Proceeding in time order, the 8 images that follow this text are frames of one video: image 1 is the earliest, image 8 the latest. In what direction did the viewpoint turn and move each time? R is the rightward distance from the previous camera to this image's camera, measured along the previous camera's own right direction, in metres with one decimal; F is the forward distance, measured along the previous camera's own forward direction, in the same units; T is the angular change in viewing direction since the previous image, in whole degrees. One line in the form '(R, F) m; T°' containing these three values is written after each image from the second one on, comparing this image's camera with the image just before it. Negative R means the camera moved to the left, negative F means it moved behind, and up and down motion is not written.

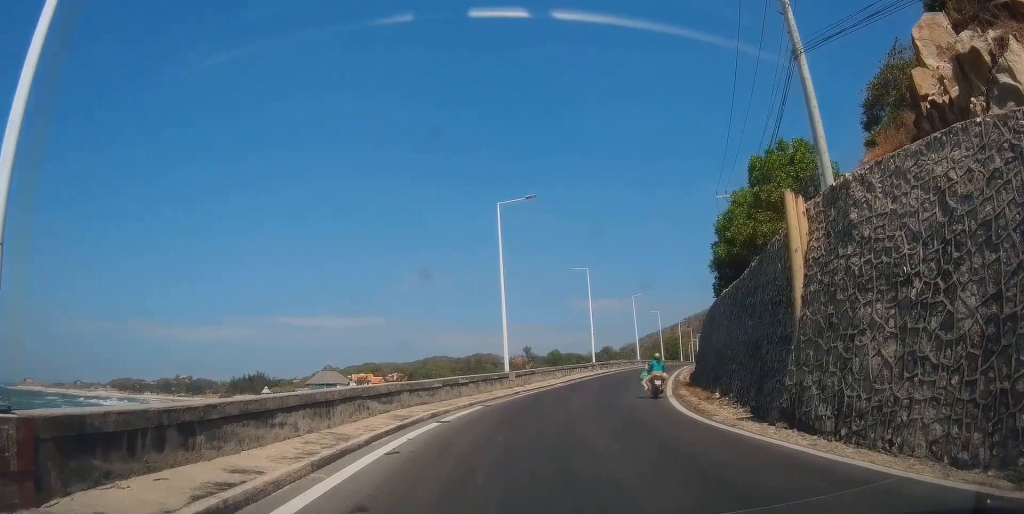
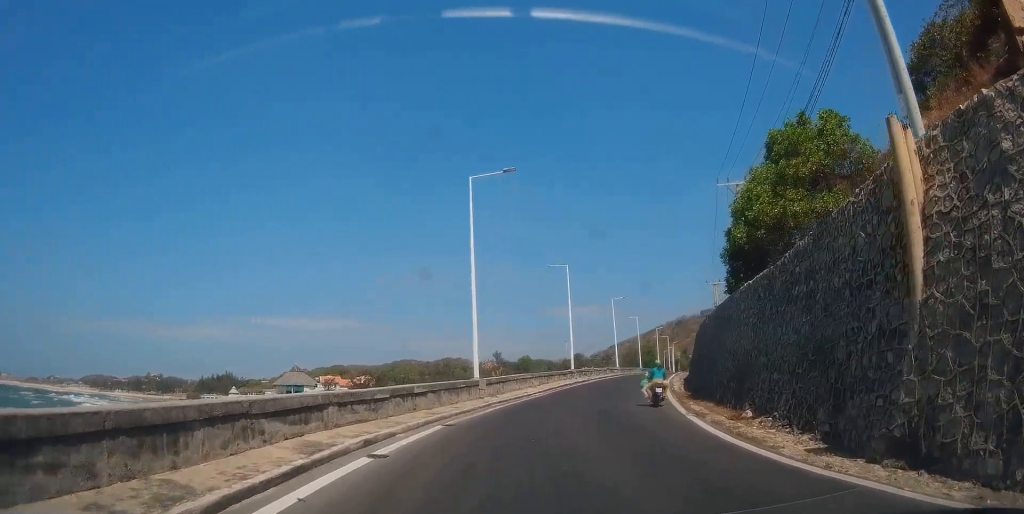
(0.0, +5.4) m; +3°
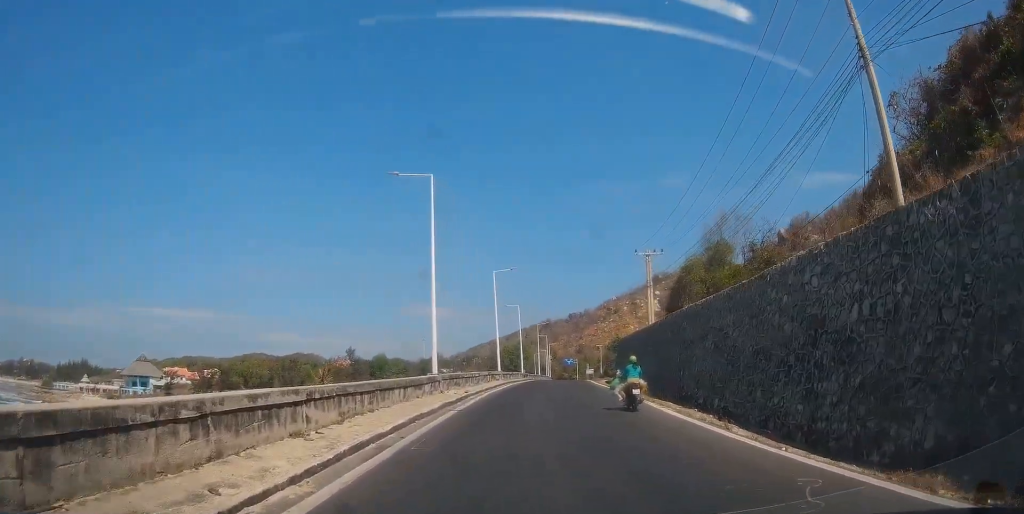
(+1.4, +25.4) m; +4°
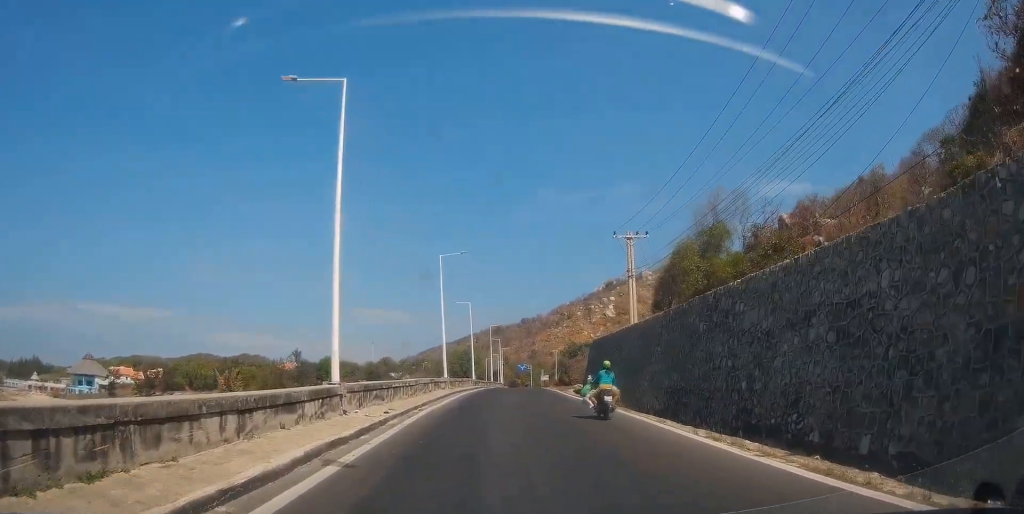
(+0.4, +9.9) m; +5°
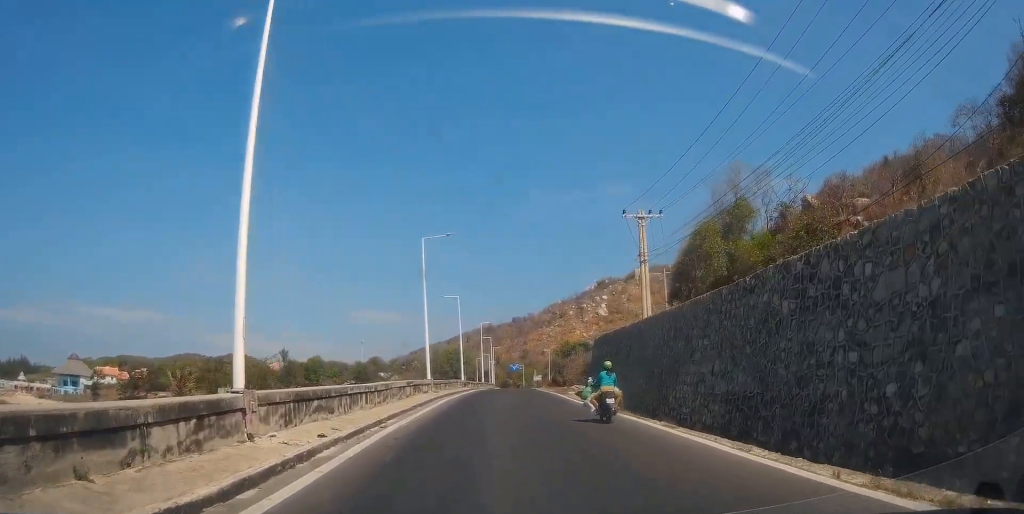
(+0.3, +5.9) m; +3°
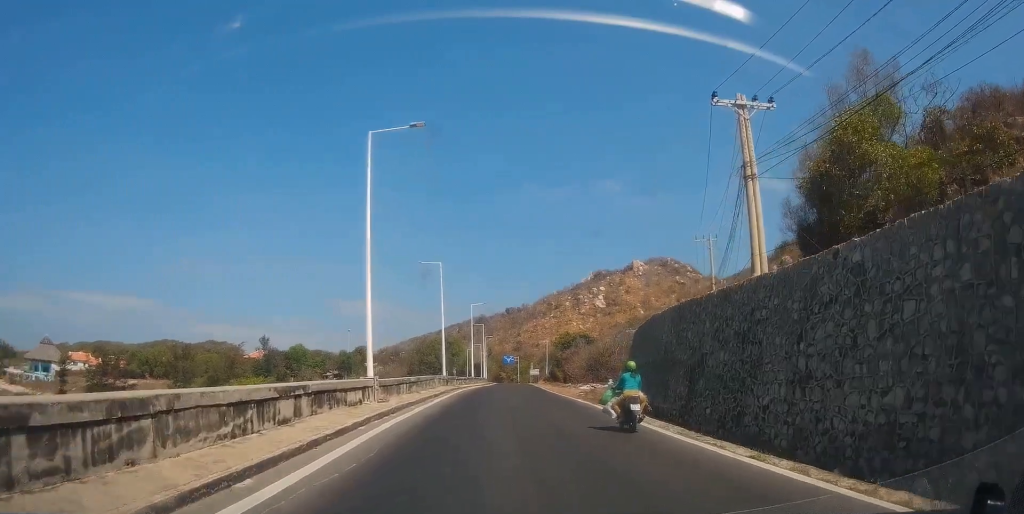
(+0.7, +16.4) m; +5°
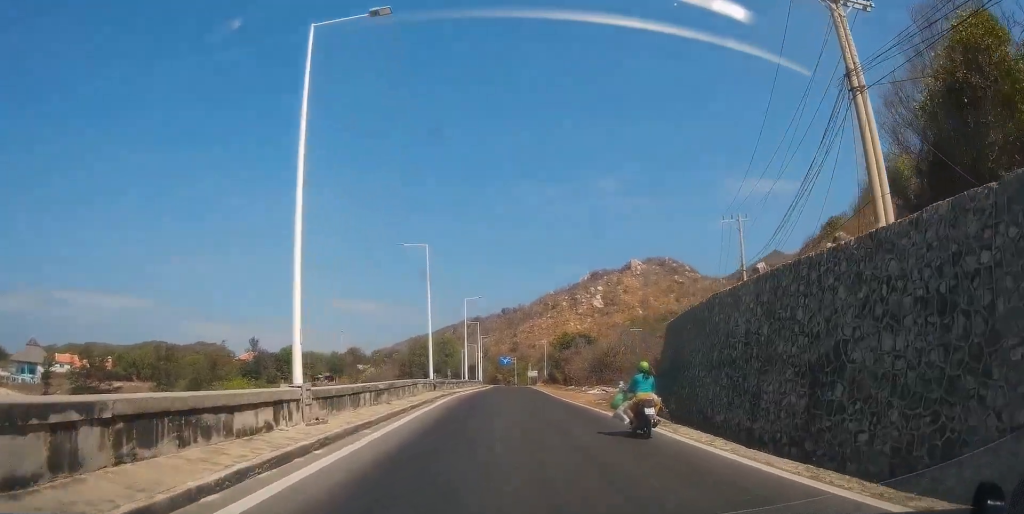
(+0.3, +7.4) m; +2°
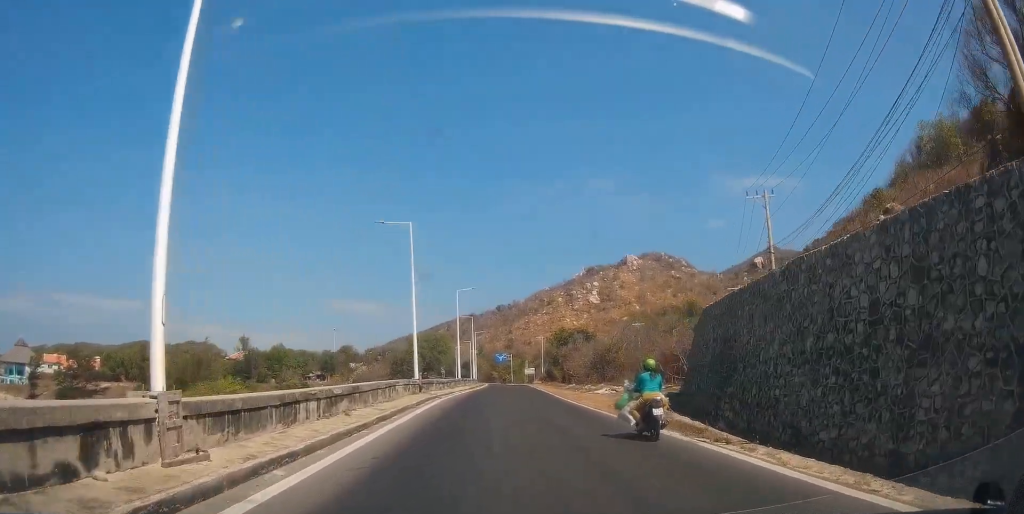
(0.0, +5.6) m; 0°
